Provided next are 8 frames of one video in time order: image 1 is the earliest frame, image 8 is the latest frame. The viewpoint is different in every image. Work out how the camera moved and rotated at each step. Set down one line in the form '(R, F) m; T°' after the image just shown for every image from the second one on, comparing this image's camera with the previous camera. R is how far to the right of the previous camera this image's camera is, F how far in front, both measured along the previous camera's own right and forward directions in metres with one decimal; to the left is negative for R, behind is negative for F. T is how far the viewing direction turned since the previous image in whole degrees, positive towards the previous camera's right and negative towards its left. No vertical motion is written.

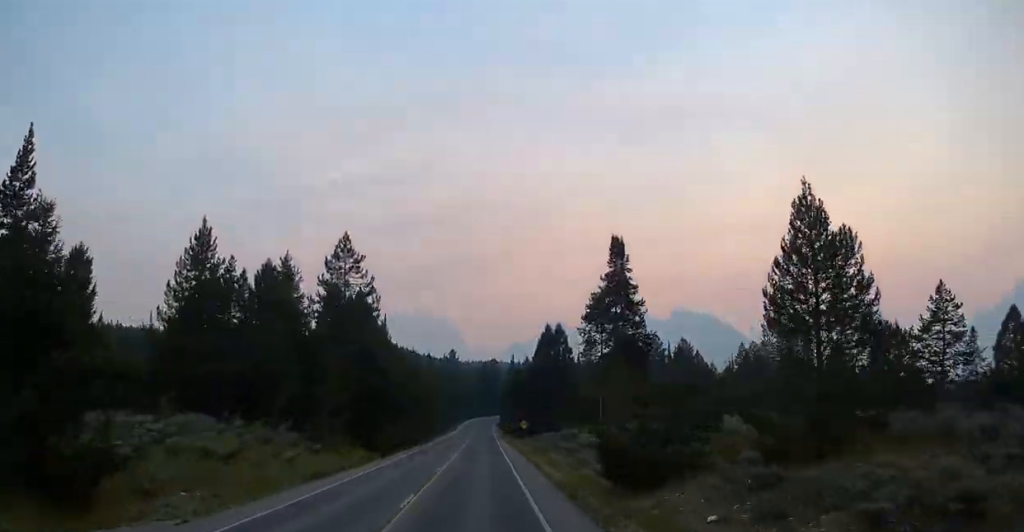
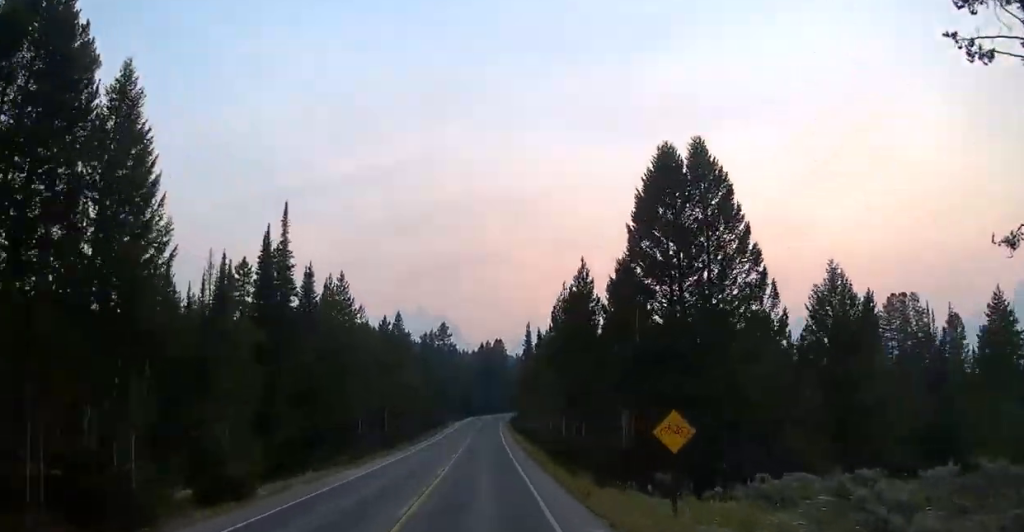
(+1.3, +61.6) m; +11°
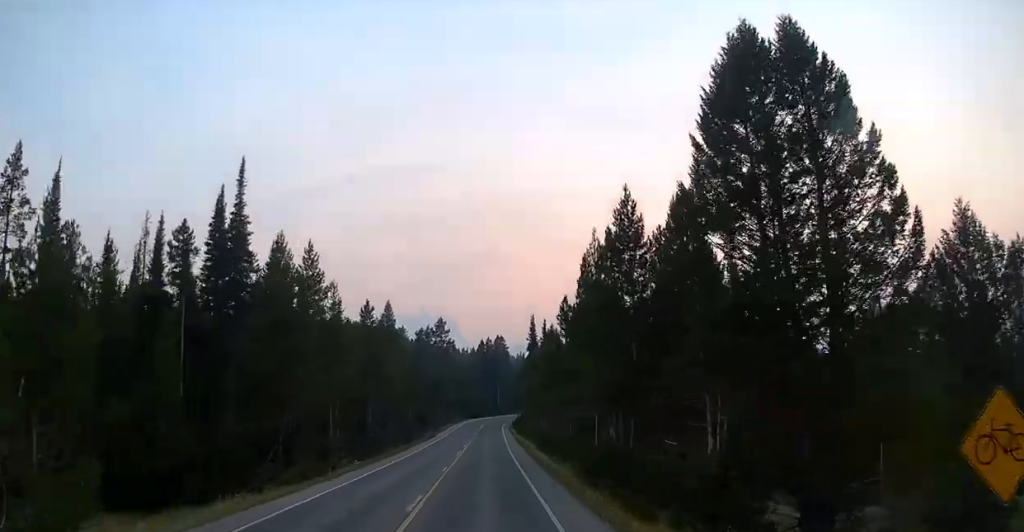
(+1.4, +10.2) m; -5°
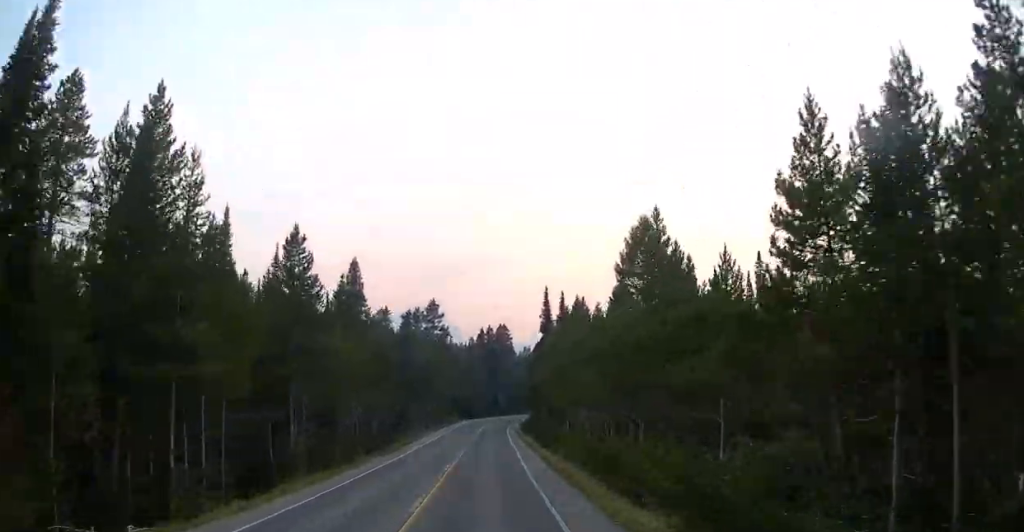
(-2.1, +23.8) m; -11°
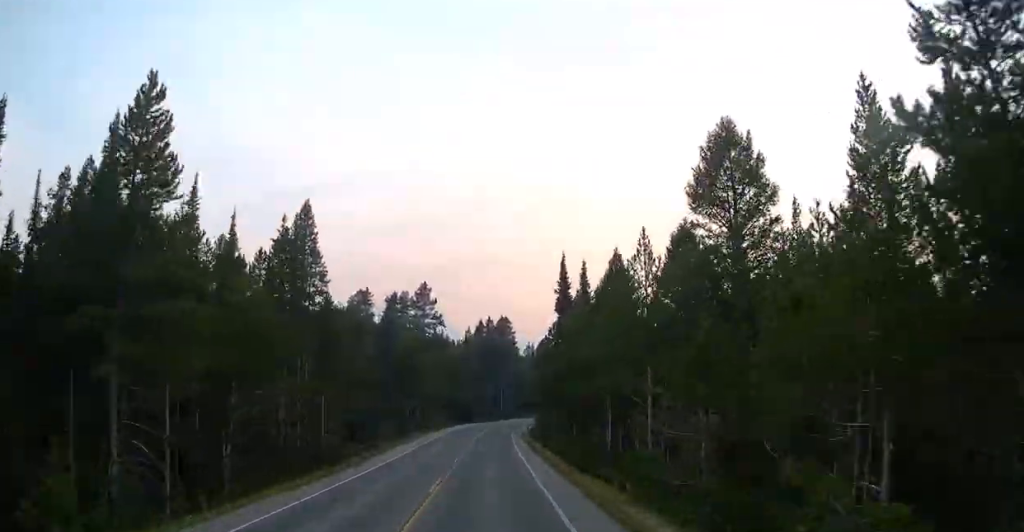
(-2.3, +20.1) m; -3°
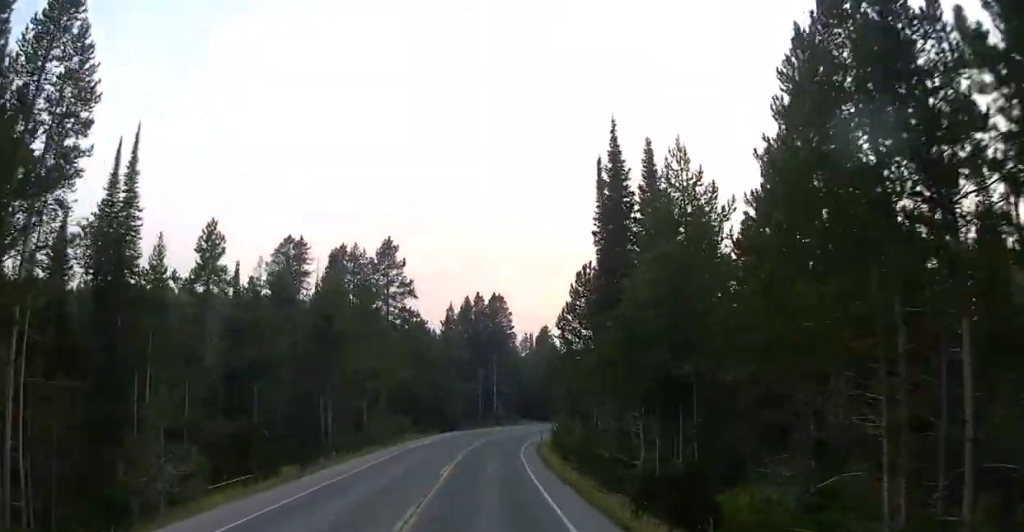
(+2.7, +30.8) m; +9°
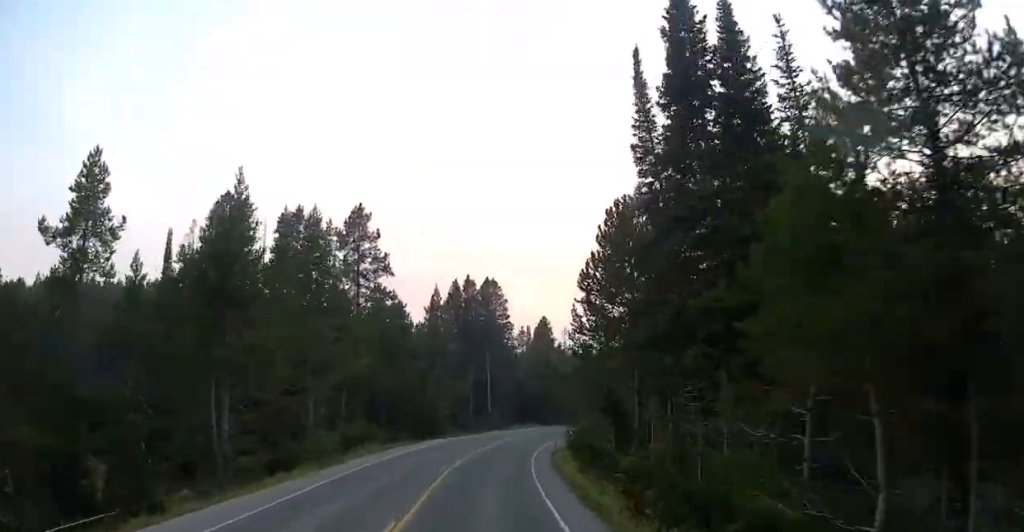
(+0.4, +14.0) m; +3°
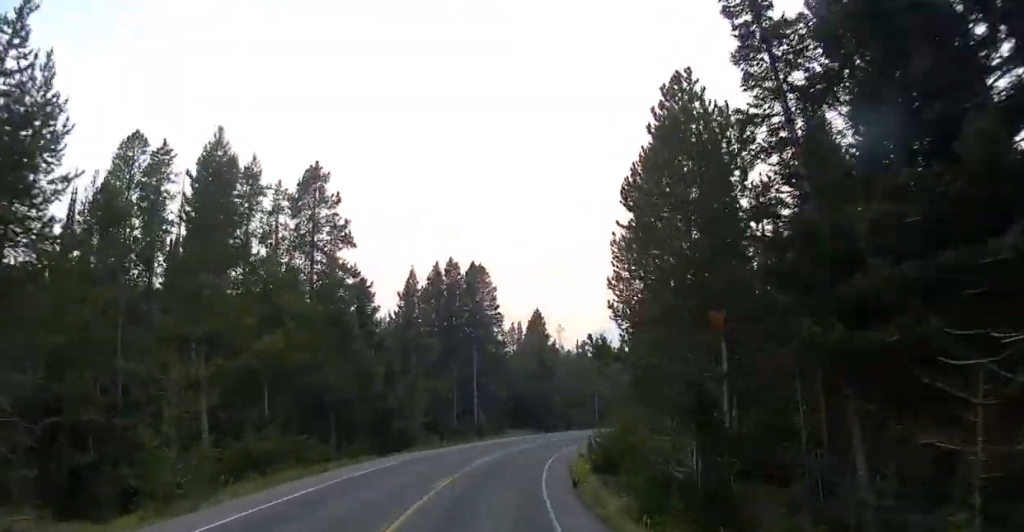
(+0.5, +13.0) m; +2°
